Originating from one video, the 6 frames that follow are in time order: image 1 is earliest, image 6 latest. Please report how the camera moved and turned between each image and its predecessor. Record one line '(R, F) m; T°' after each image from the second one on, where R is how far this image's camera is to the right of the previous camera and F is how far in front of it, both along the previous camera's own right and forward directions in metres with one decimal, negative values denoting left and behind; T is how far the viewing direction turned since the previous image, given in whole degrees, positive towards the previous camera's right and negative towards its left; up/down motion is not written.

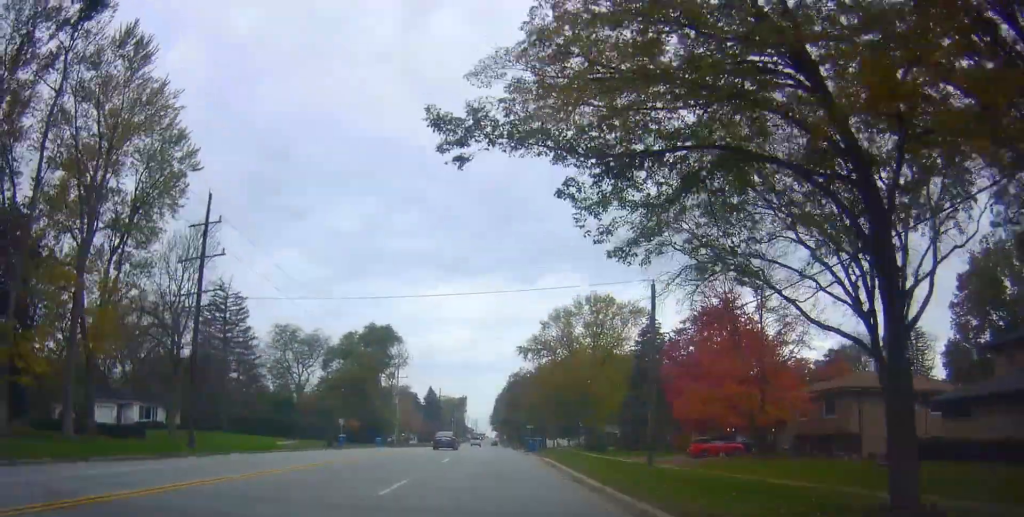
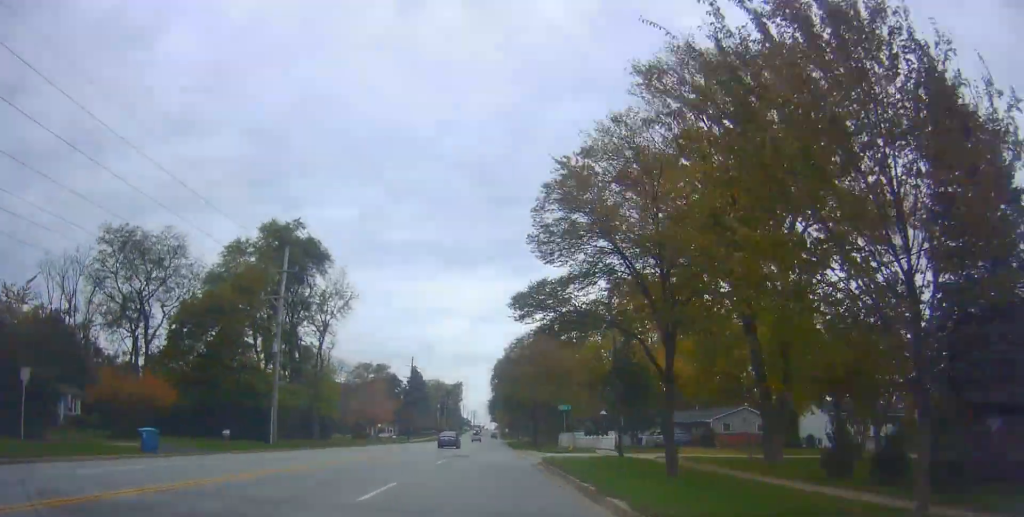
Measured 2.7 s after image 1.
(-1.0, +49.8) m; -2°
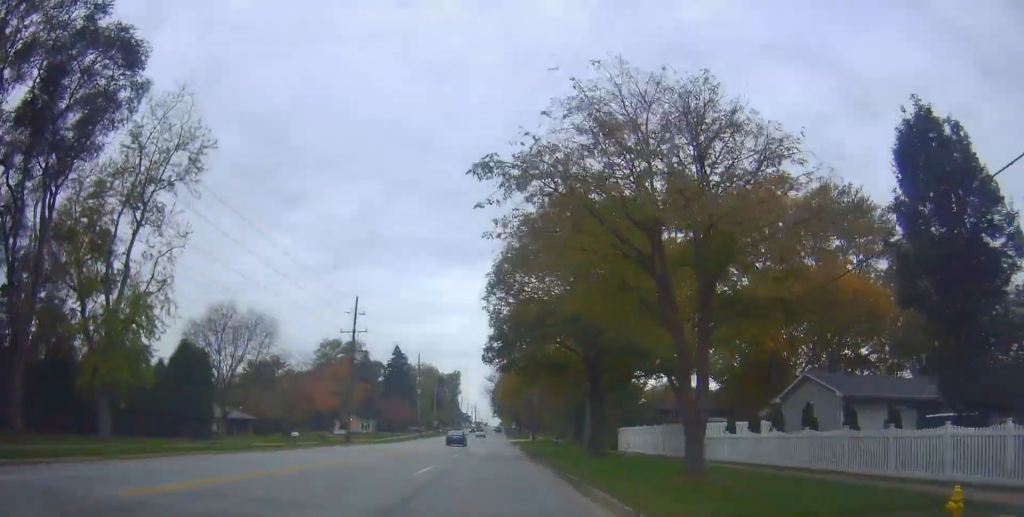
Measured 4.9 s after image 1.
(0.0, +43.1) m; 0°
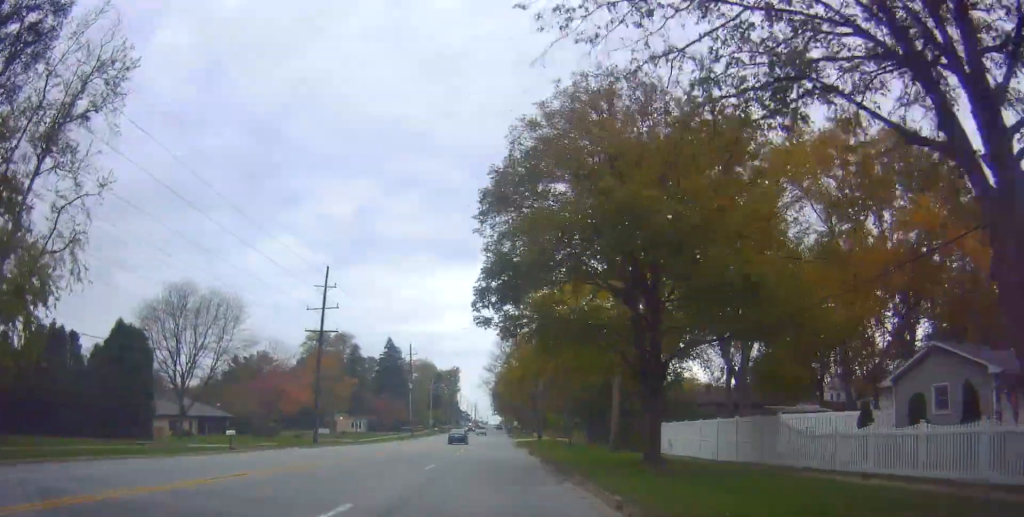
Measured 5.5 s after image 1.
(+0.3, +10.8) m; 0°
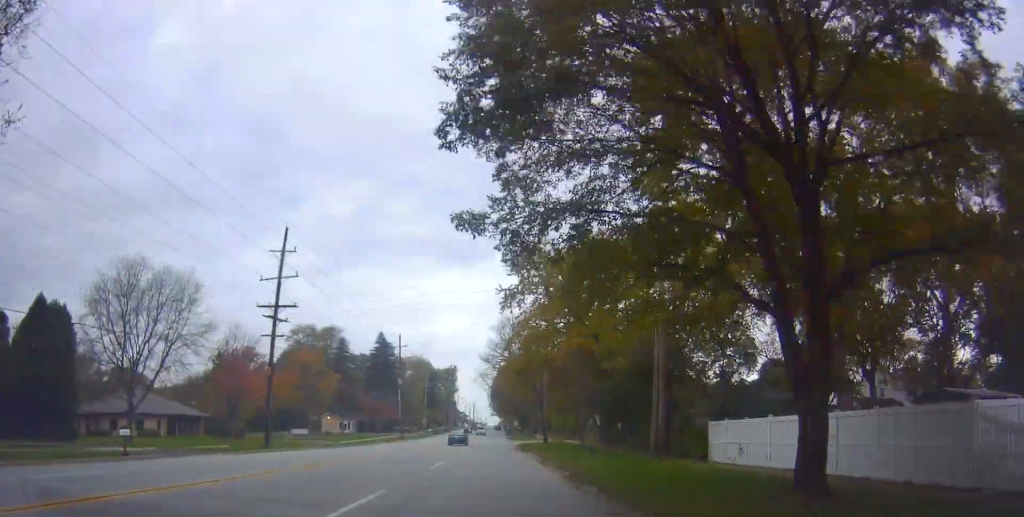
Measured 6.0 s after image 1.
(0.0, +10.1) m; 0°
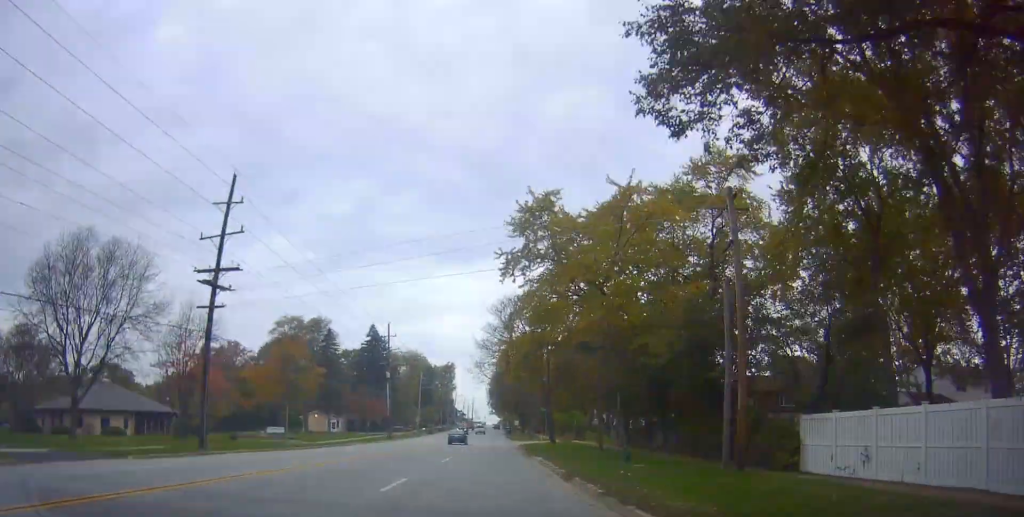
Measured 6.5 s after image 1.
(-0.3, +8.9) m; 0°
